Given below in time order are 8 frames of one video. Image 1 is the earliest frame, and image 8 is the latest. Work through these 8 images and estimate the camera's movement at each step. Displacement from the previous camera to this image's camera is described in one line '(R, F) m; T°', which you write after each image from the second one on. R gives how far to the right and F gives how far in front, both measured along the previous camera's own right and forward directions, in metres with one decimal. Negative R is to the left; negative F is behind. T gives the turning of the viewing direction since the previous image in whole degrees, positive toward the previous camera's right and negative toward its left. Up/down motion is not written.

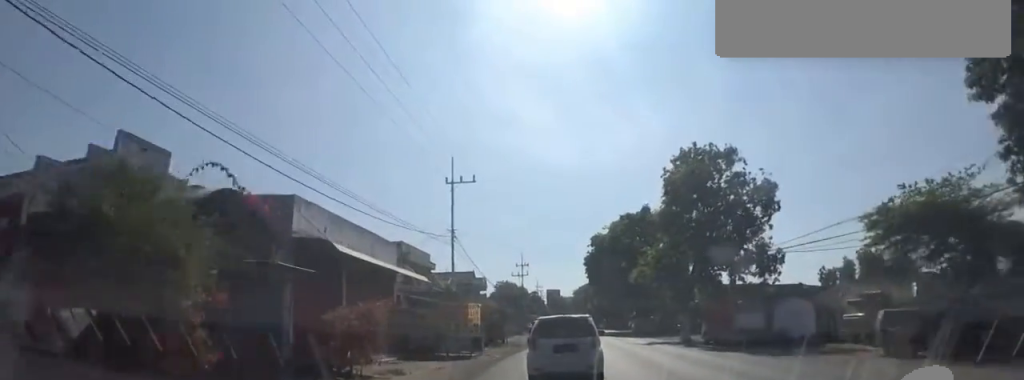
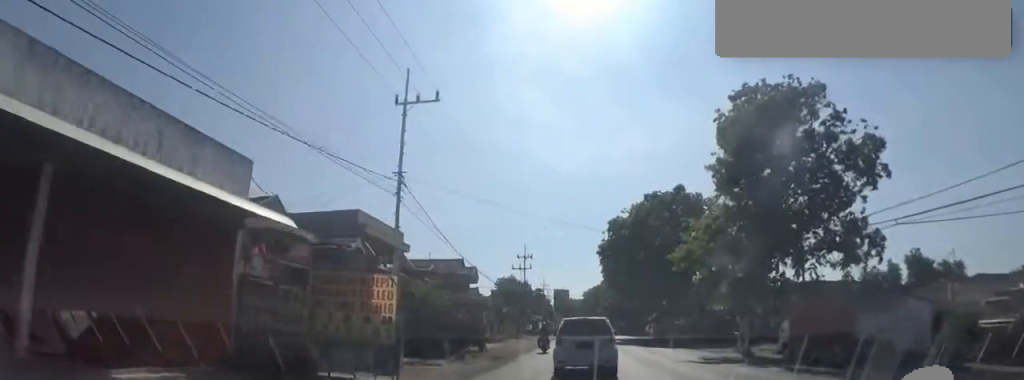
(0.0, +11.0) m; -1°
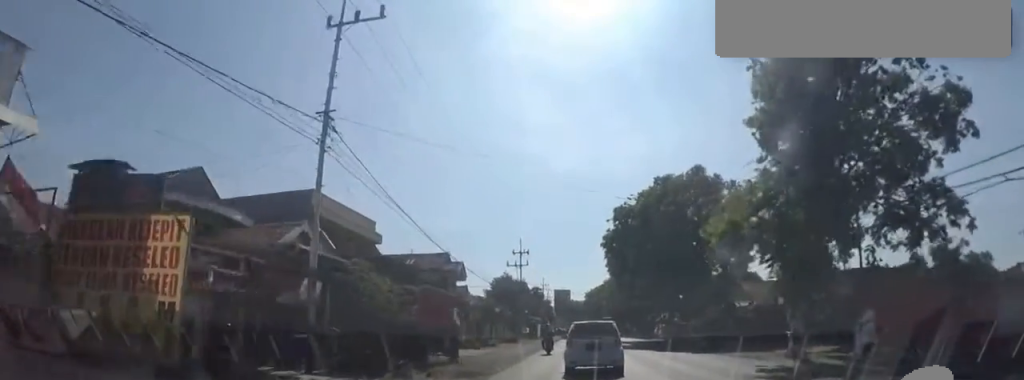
(+0.1, +6.2) m; -1°
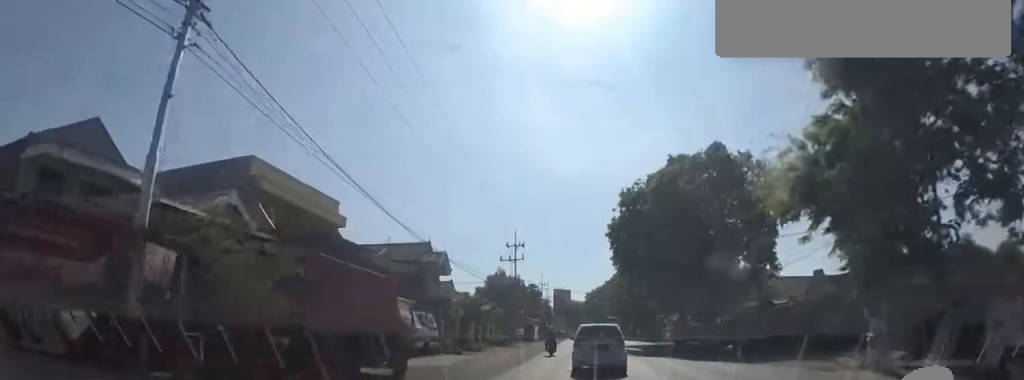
(-0.2, +6.0) m; 0°
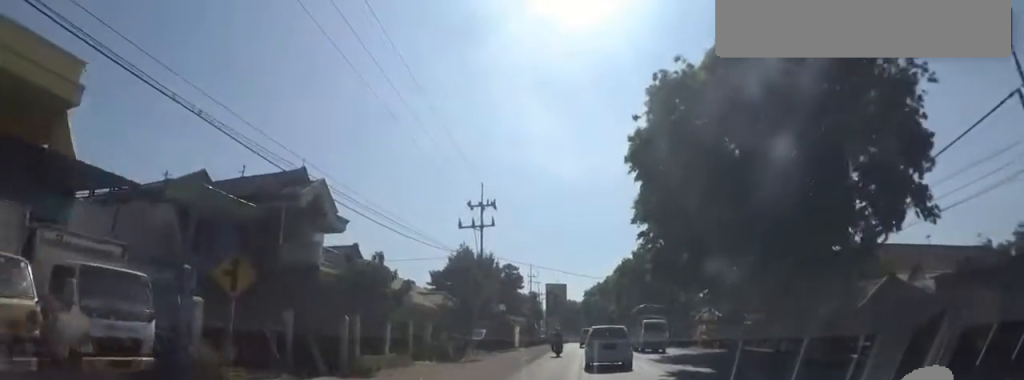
(+0.1, +18.1) m; 0°
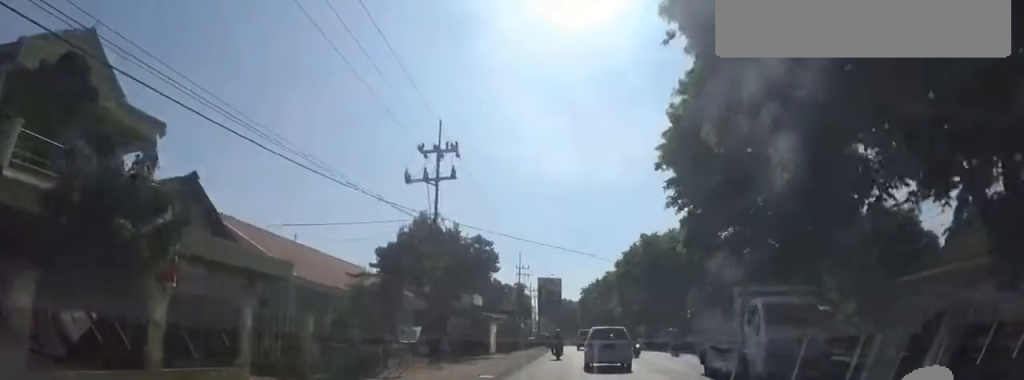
(-0.2, +10.5) m; 0°
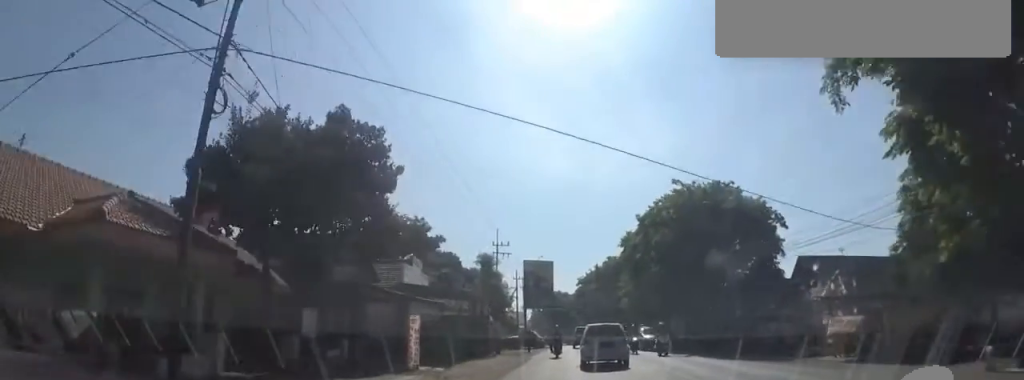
(+0.4, +14.4) m; +2°
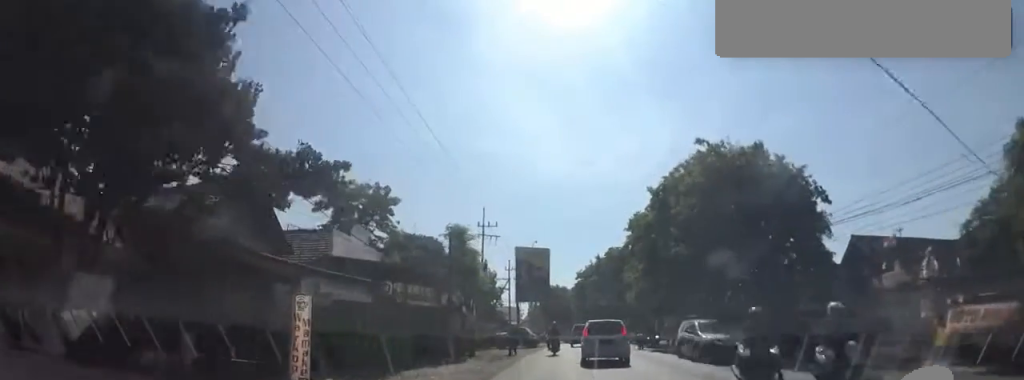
(0.0, +7.0) m; 0°
